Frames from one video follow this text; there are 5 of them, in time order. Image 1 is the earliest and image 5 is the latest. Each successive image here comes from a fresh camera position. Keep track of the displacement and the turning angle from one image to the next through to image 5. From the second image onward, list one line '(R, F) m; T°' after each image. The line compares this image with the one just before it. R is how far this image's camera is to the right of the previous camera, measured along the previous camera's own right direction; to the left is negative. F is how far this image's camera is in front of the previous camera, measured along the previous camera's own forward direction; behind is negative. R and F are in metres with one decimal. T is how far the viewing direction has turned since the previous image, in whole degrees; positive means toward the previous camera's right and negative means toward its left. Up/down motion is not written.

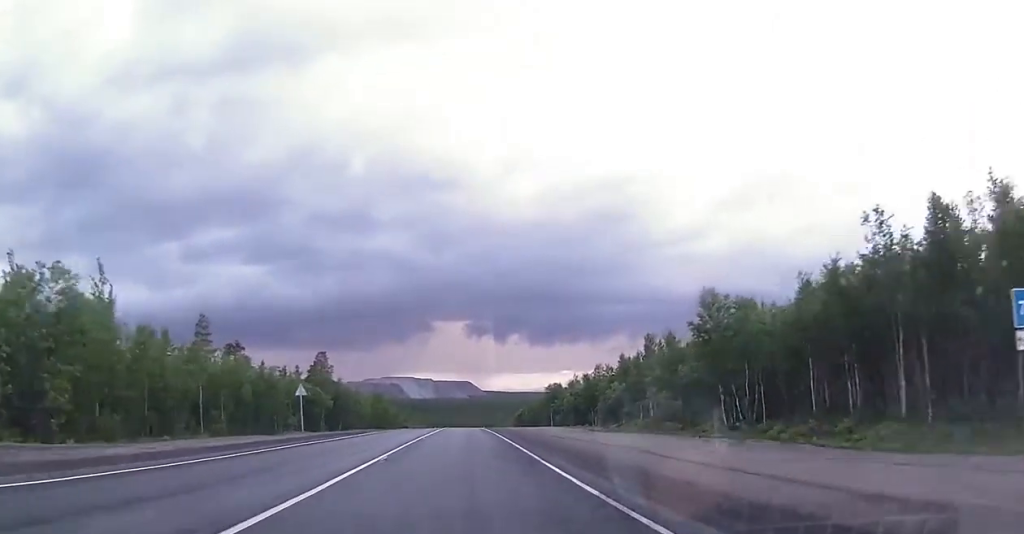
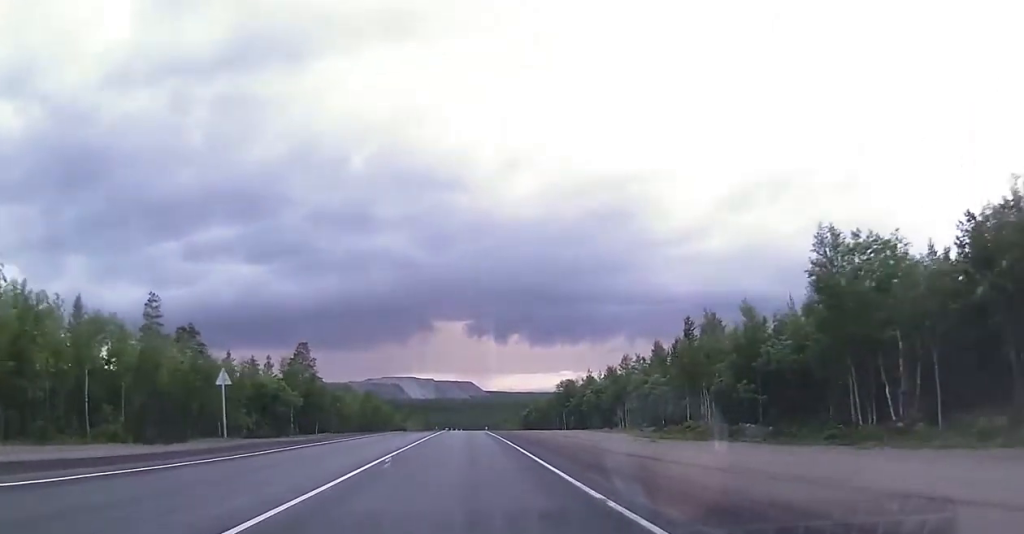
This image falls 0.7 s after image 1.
(0.0, +14.7) m; 0°
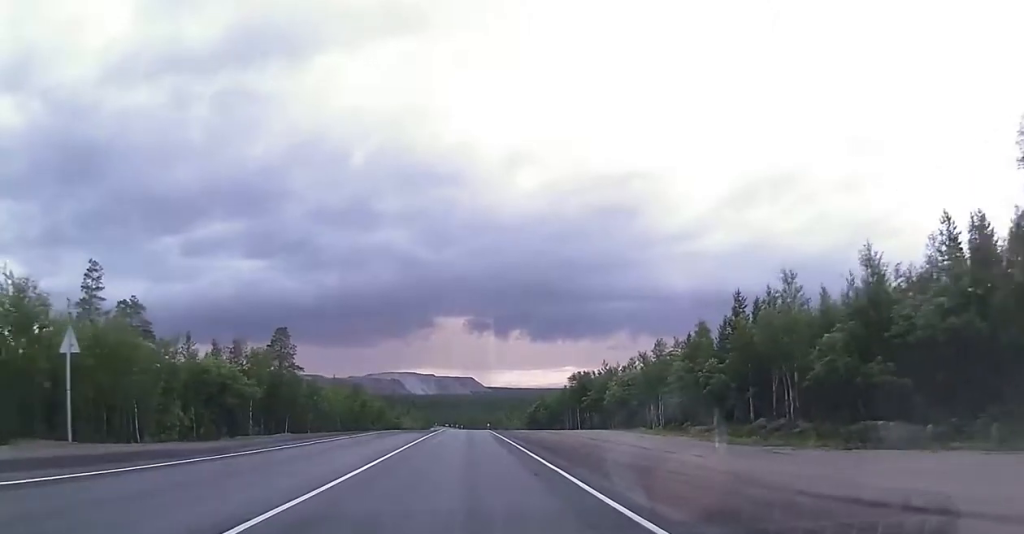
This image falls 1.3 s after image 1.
(0.0, +12.7) m; 0°
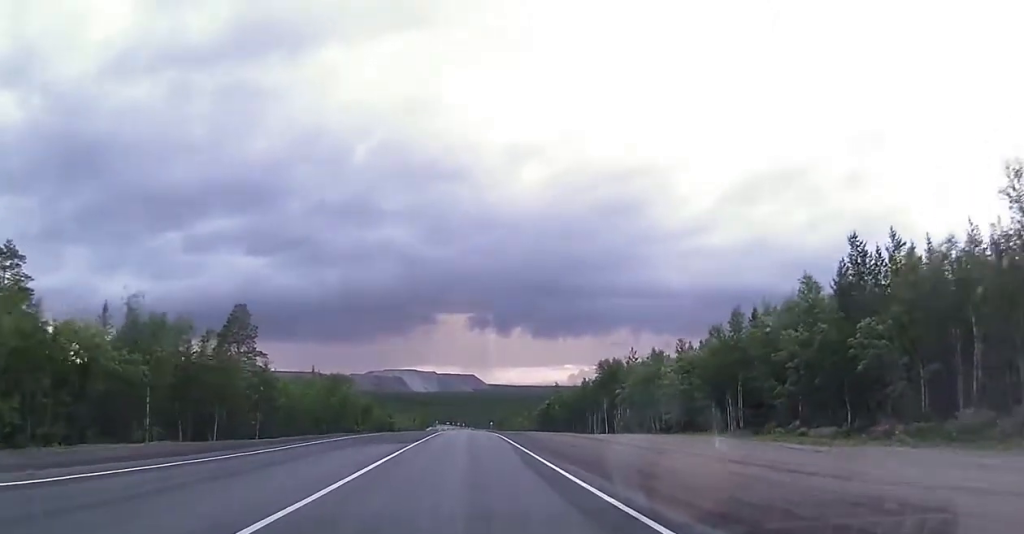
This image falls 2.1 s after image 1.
(0.0, +17.9) m; 0°
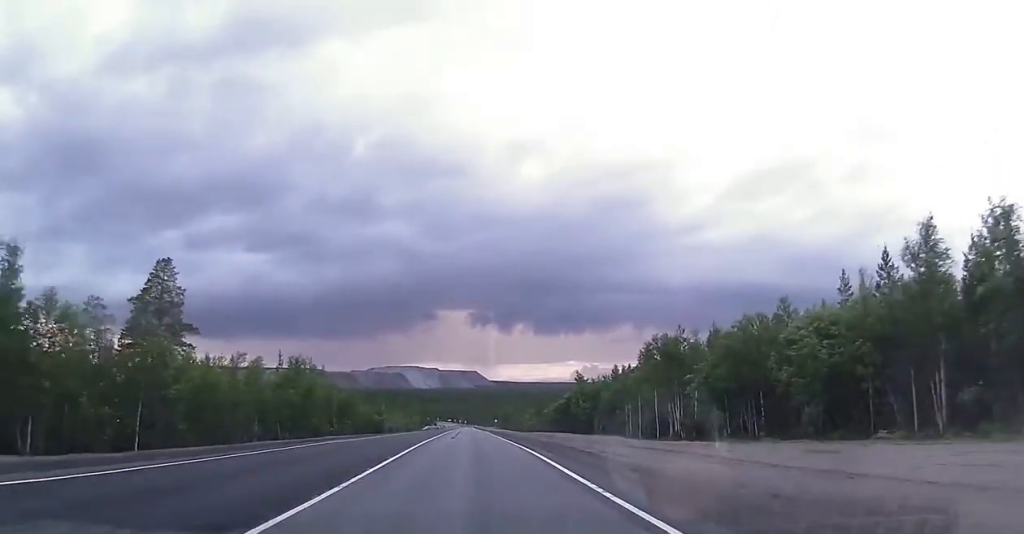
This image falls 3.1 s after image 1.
(0.0, +20.3) m; 0°
